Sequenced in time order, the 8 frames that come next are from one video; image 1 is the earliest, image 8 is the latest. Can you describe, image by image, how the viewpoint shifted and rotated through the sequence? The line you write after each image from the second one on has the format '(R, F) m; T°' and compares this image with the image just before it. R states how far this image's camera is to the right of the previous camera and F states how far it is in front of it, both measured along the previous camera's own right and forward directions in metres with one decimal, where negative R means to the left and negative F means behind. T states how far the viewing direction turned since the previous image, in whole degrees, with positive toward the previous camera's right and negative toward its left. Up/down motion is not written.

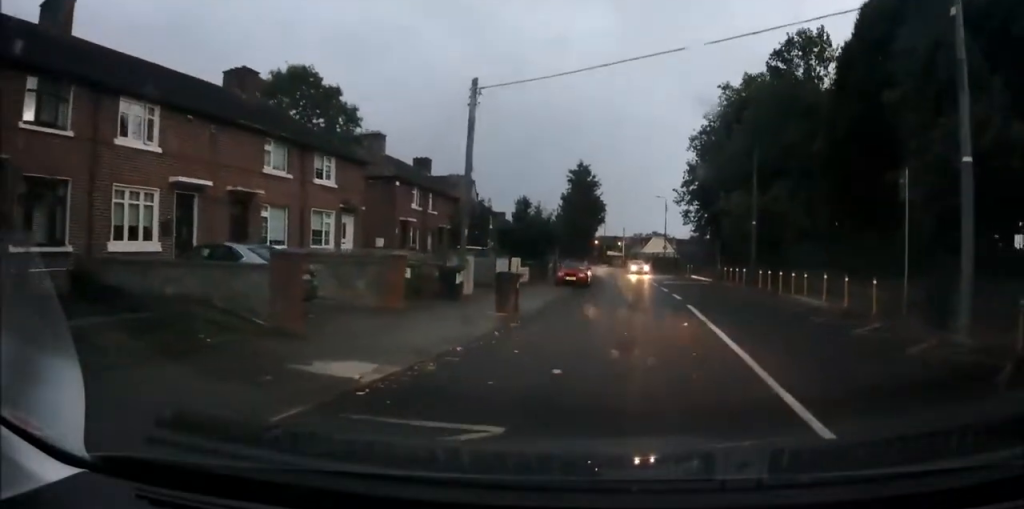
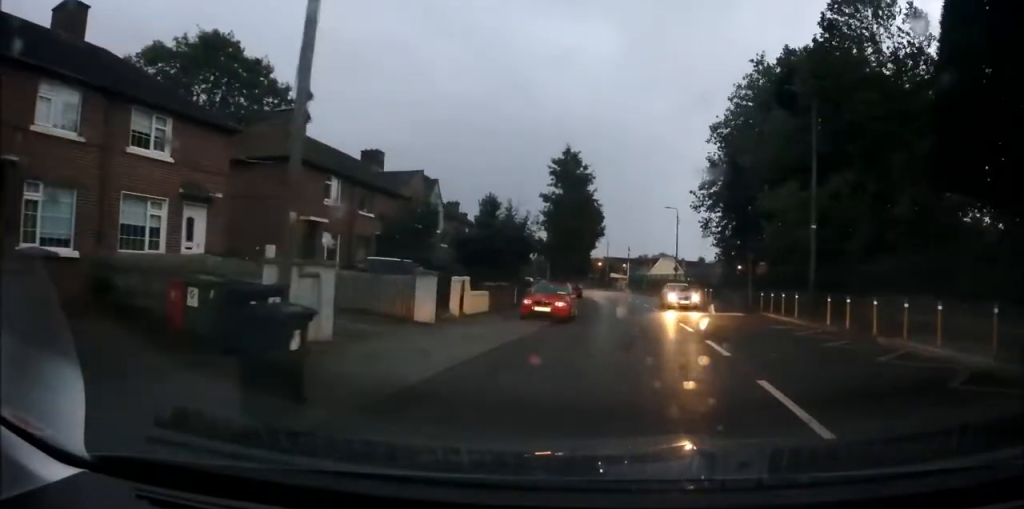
(-0.2, +11.2) m; -1°
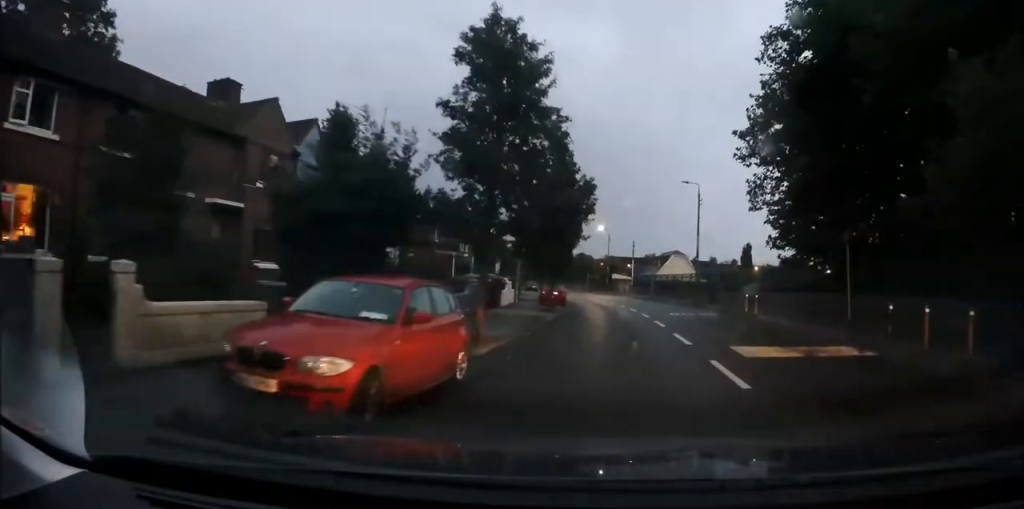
(+0.3, +15.8) m; 0°
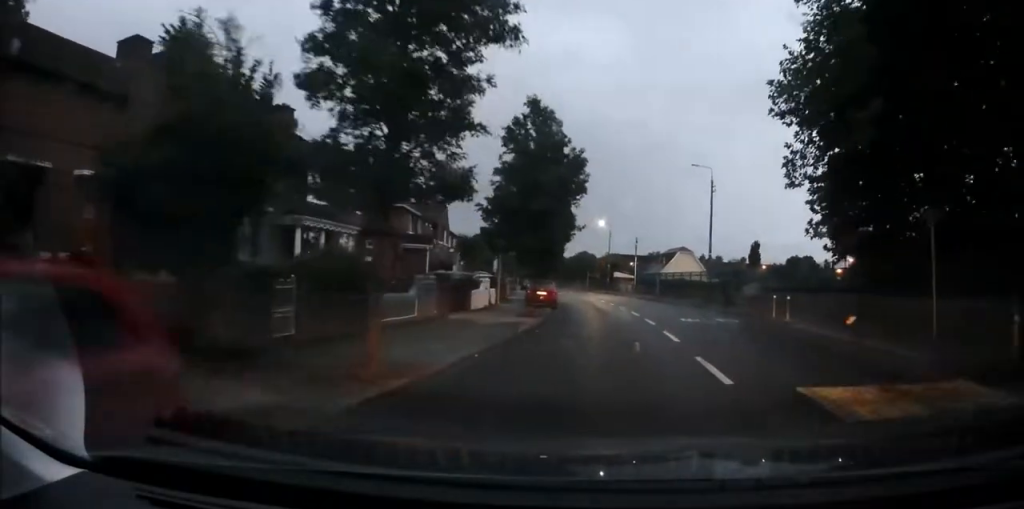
(0.0, +5.6) m; -1°
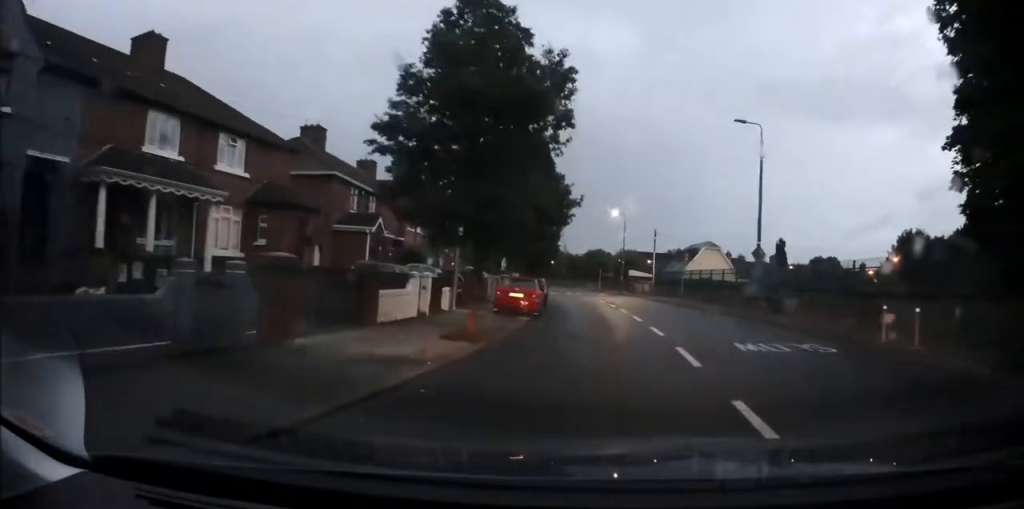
(-0.1, +10.0) m; -2°
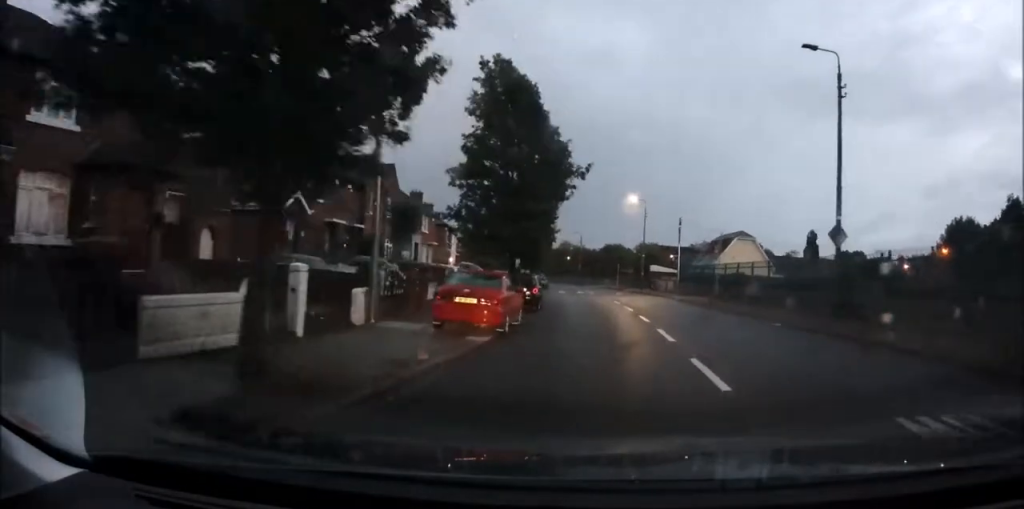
(-0.1, +7.9) m; -2°
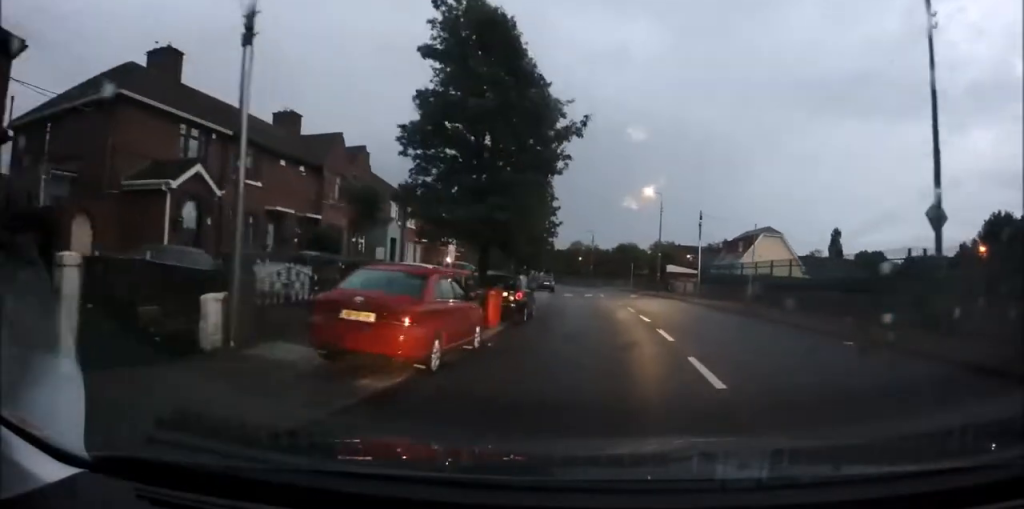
(-0.1, +5.3) m; -1°
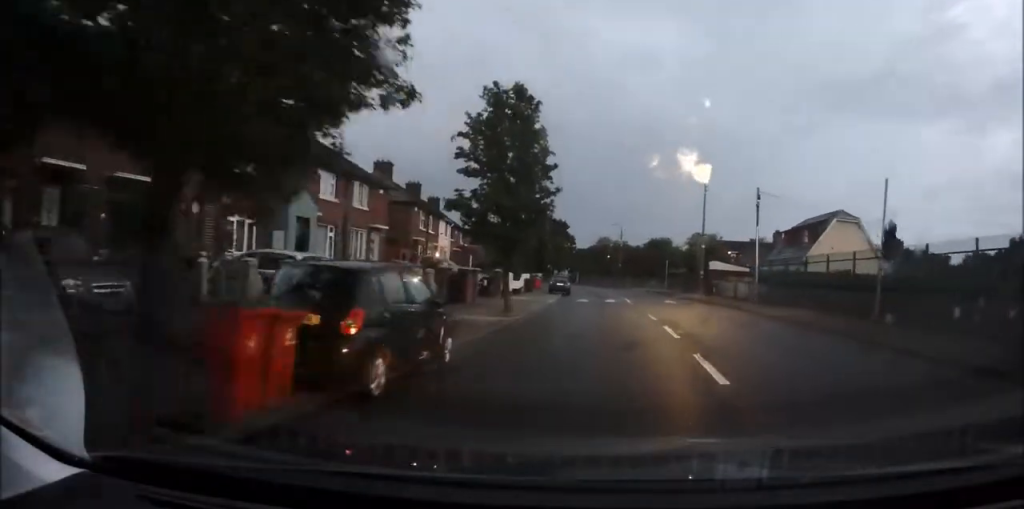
(-0.2, +10.8) m; -2°
